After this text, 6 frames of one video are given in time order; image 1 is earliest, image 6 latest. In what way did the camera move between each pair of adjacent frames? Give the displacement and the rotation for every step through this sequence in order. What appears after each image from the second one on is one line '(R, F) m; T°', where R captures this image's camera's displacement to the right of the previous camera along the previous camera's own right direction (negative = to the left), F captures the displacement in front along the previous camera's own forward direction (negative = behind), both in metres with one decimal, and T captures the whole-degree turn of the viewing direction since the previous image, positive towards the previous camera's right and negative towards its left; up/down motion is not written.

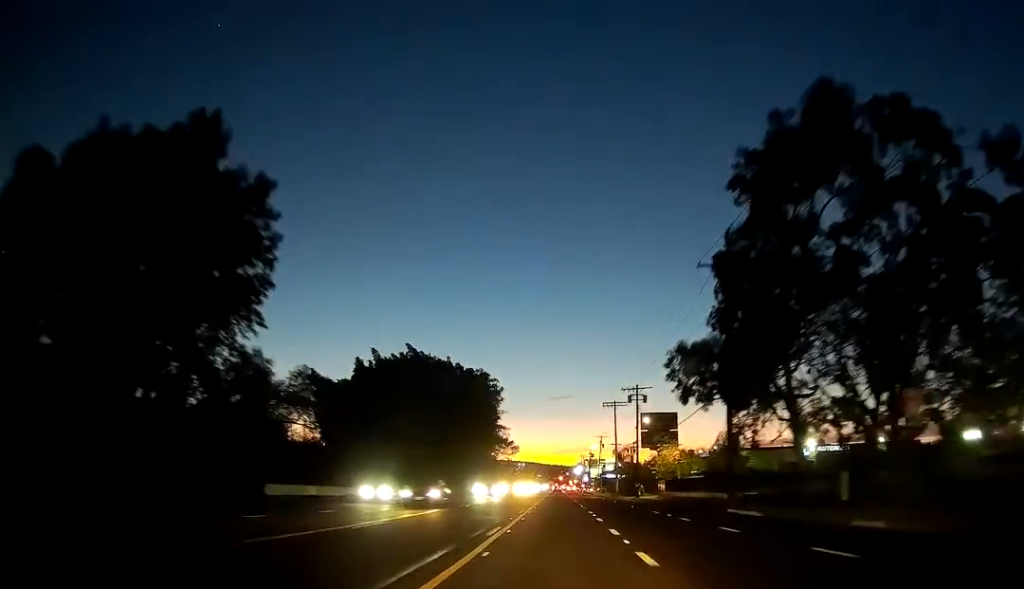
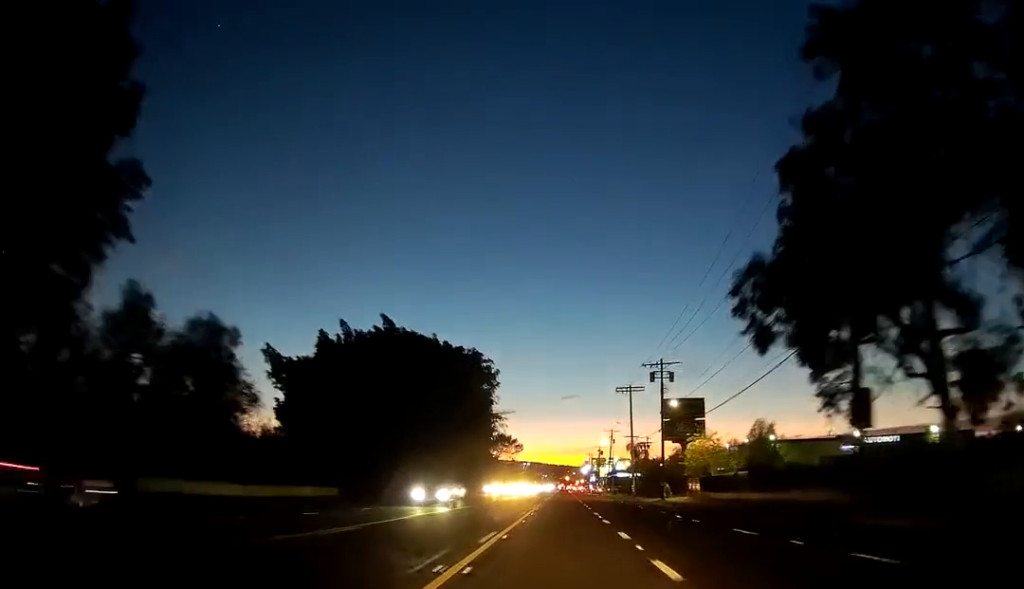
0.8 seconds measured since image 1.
(-0.2, +16.8) m; -1°
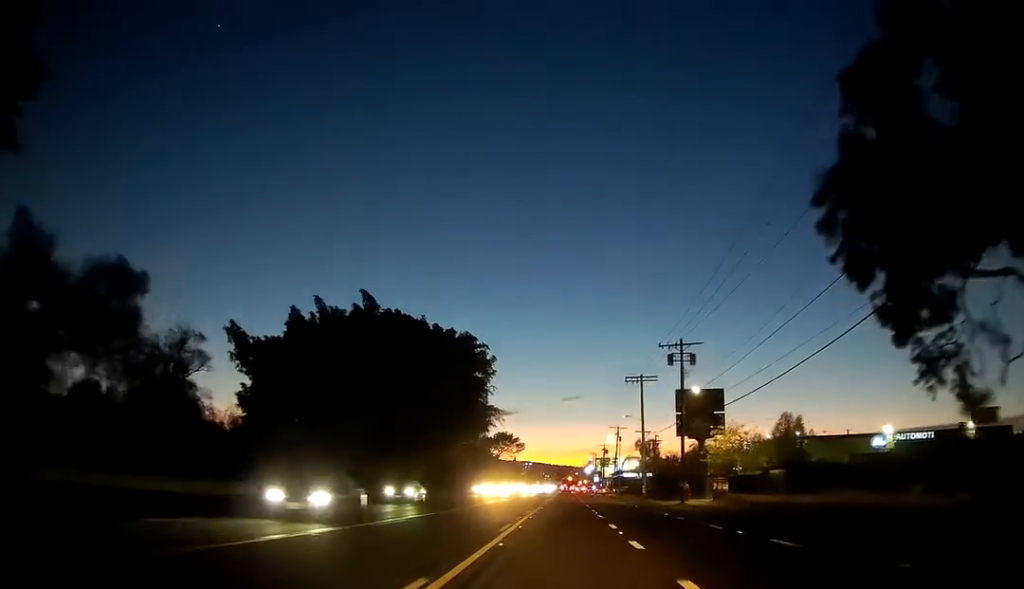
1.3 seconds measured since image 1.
(0.0, +10.6) m; 0°
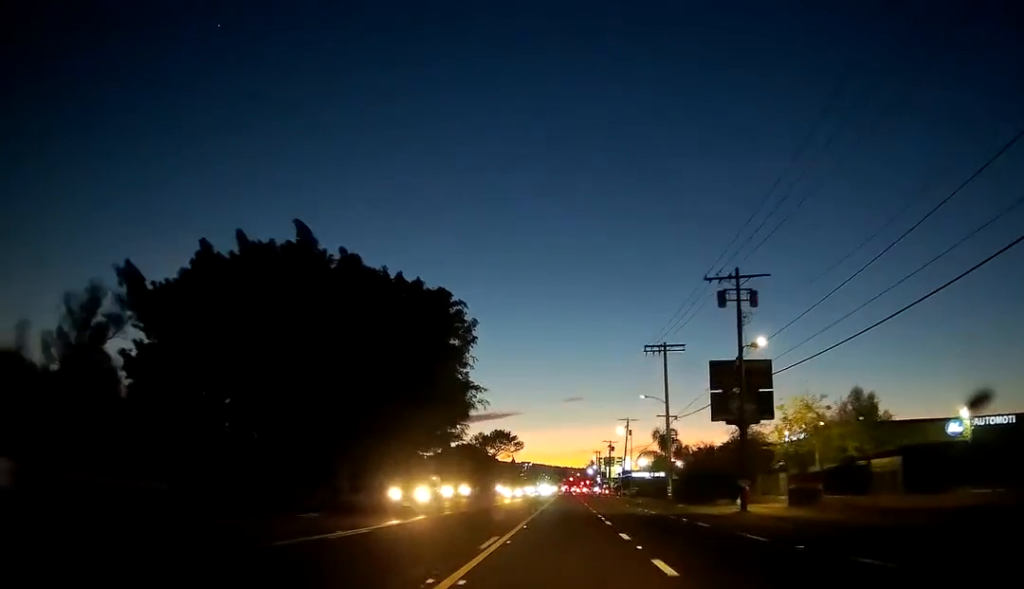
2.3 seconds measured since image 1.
(-0.2, +20.6) m; 0°
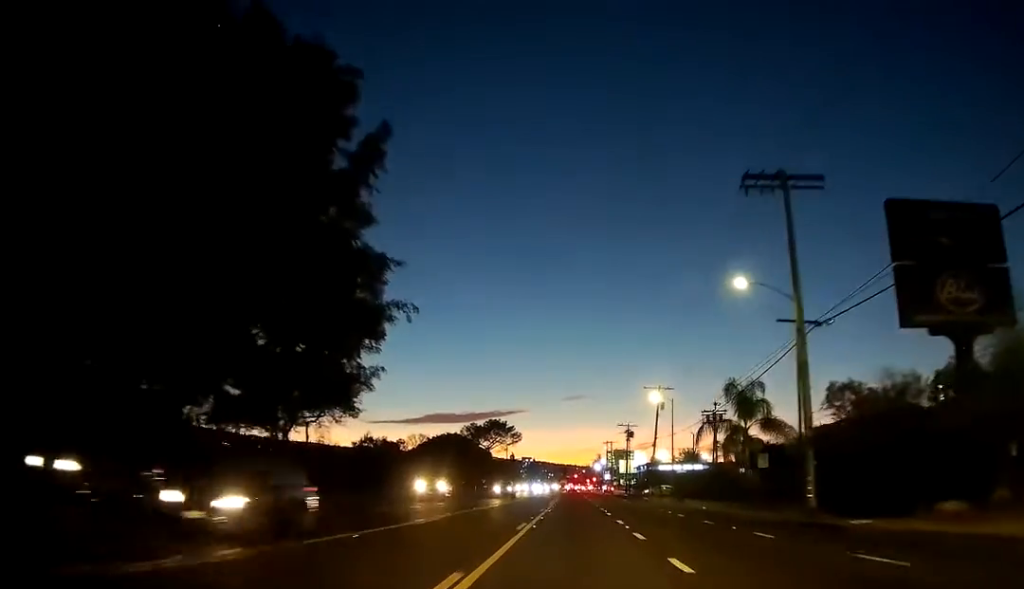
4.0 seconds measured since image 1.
(+0.2, +37.0) m; 0°
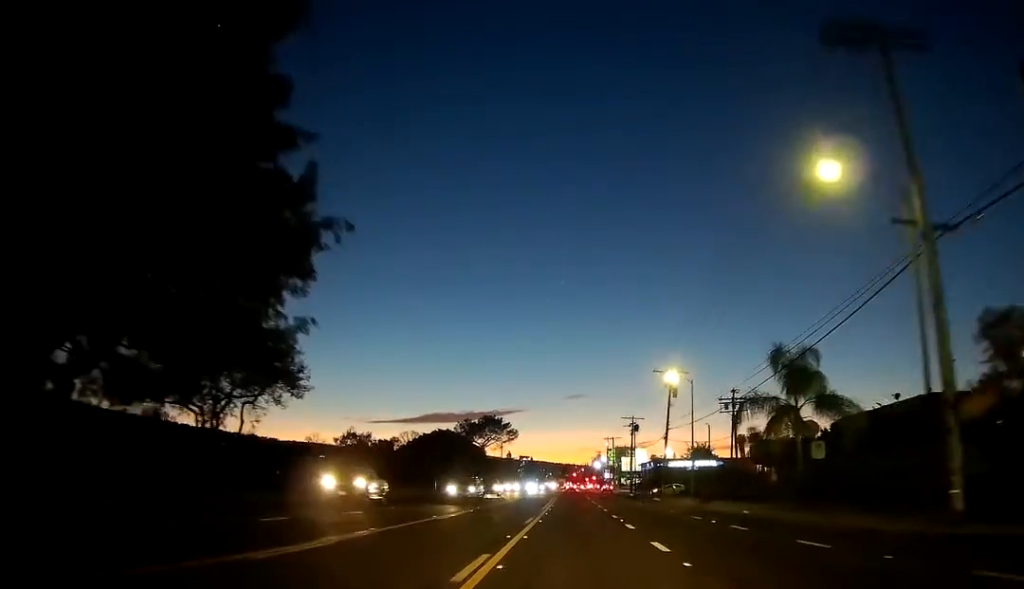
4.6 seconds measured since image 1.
(0.0, +11.9) m; 0°
